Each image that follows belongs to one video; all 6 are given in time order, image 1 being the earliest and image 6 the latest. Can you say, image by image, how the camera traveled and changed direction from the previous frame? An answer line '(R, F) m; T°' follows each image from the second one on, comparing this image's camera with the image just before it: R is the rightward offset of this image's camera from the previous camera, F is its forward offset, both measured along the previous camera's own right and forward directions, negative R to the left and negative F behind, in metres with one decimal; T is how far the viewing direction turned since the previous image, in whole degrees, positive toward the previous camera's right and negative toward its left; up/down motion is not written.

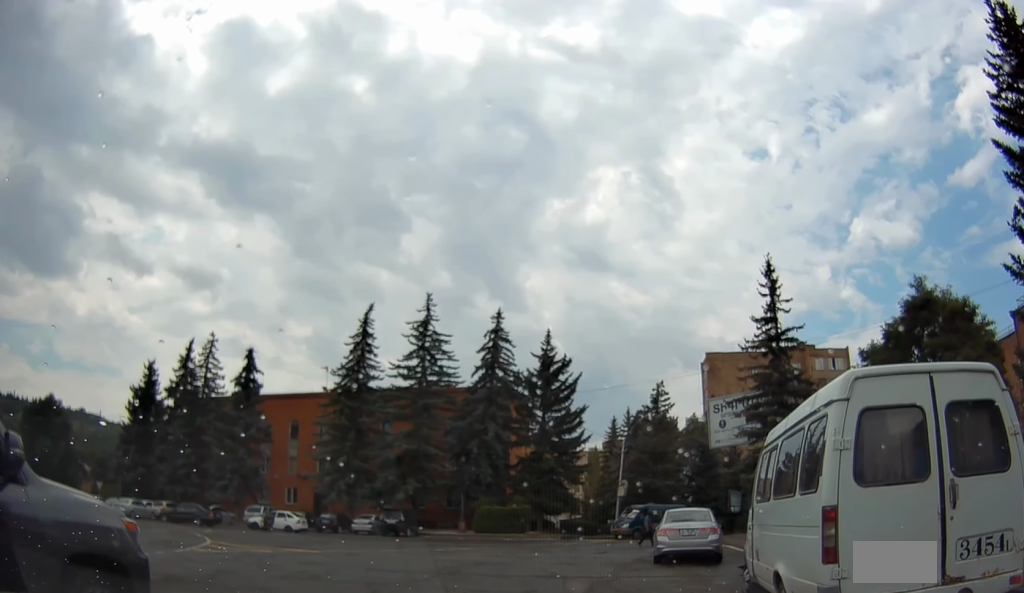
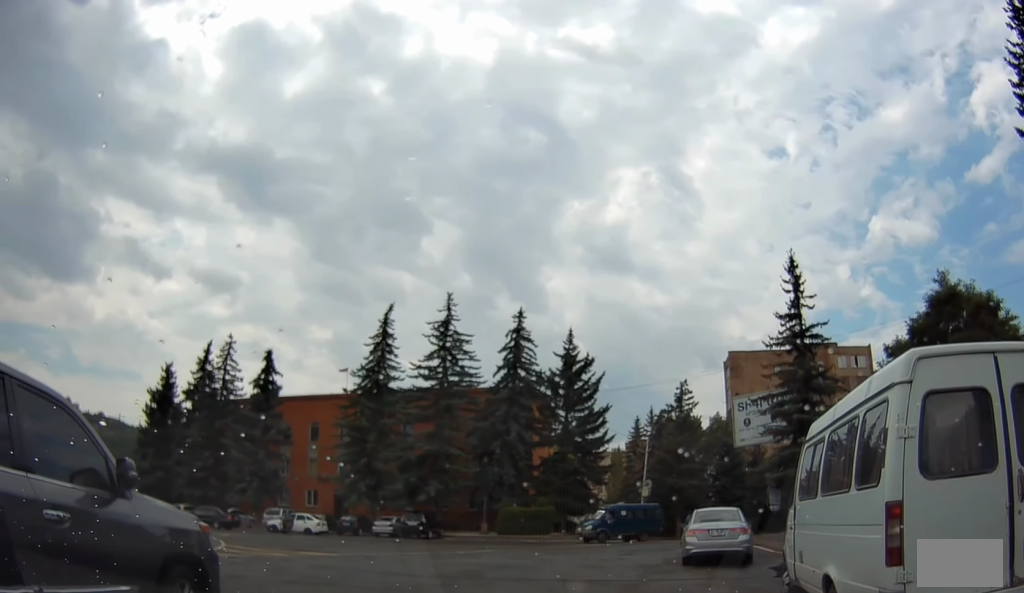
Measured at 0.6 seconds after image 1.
(-0.1, +0.1) m; 0°
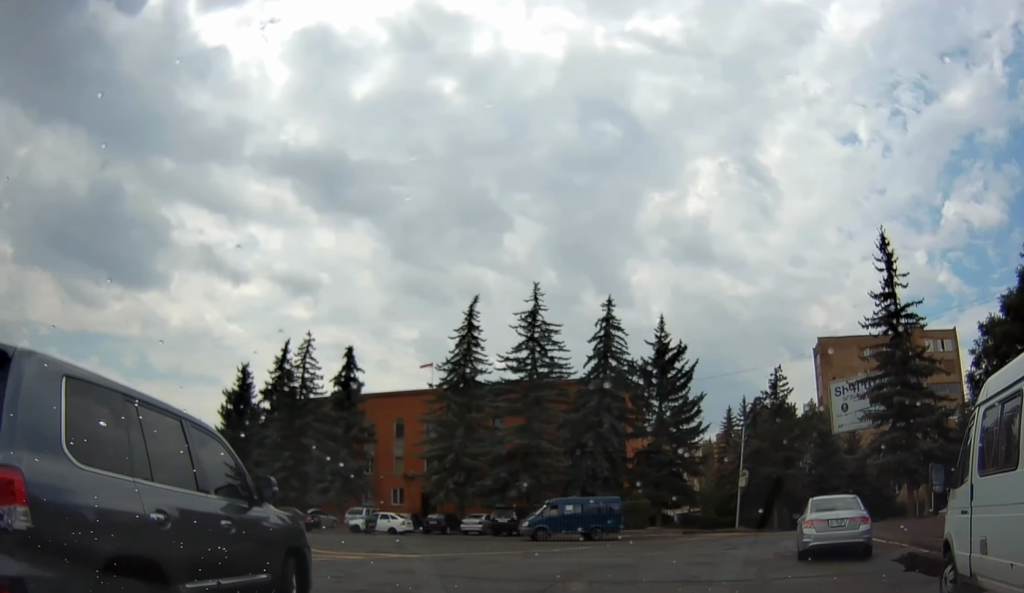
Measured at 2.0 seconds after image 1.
(-0.3, +0.6) m; 0°
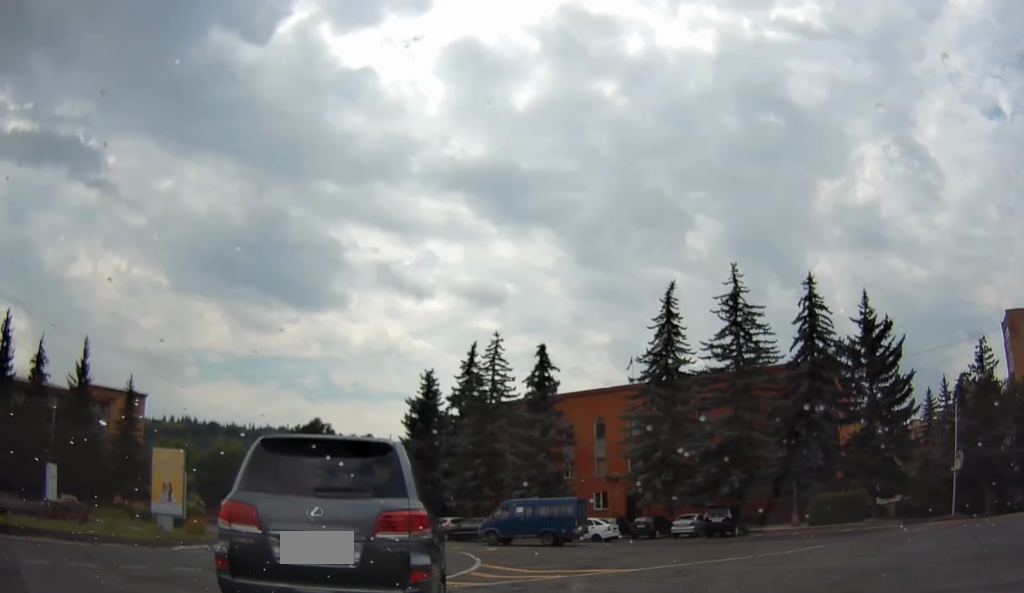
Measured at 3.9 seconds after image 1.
(-0.6, +2.9) m; -21°
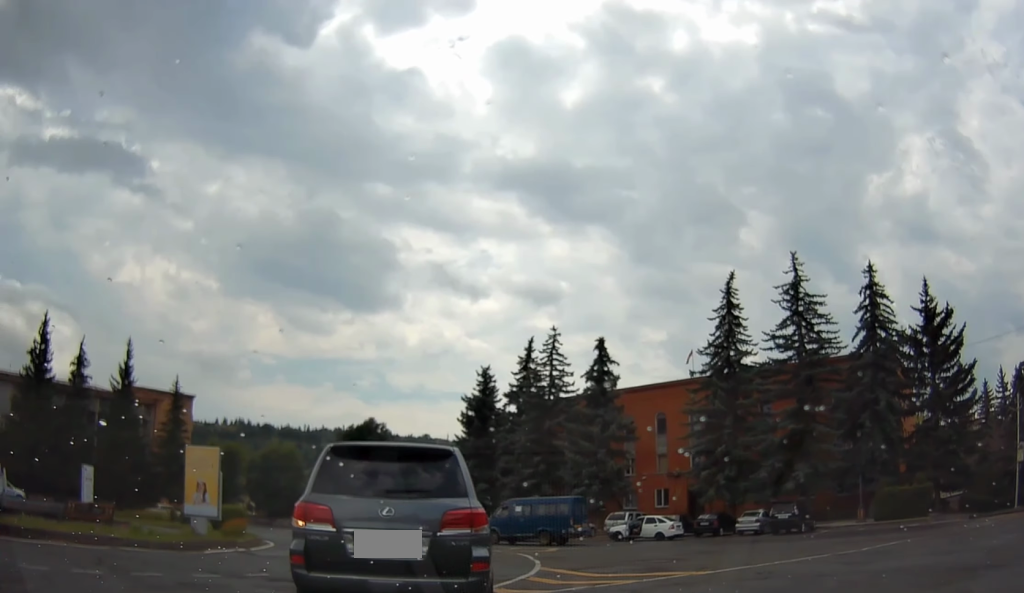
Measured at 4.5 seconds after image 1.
(-0.1, +1.1) m; -8°
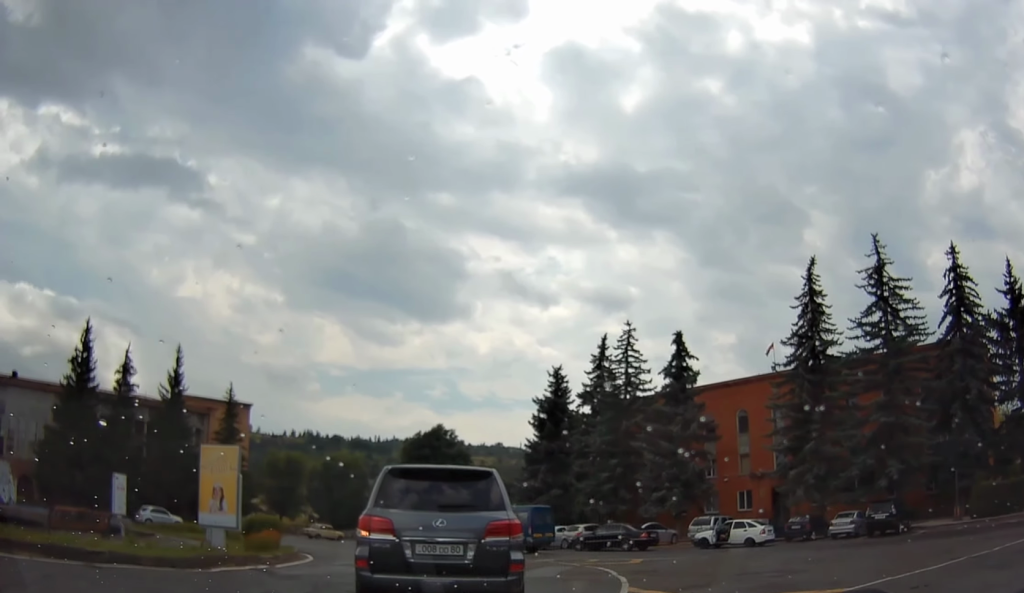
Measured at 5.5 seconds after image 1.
(-0.4, +2.4) m; -13°
